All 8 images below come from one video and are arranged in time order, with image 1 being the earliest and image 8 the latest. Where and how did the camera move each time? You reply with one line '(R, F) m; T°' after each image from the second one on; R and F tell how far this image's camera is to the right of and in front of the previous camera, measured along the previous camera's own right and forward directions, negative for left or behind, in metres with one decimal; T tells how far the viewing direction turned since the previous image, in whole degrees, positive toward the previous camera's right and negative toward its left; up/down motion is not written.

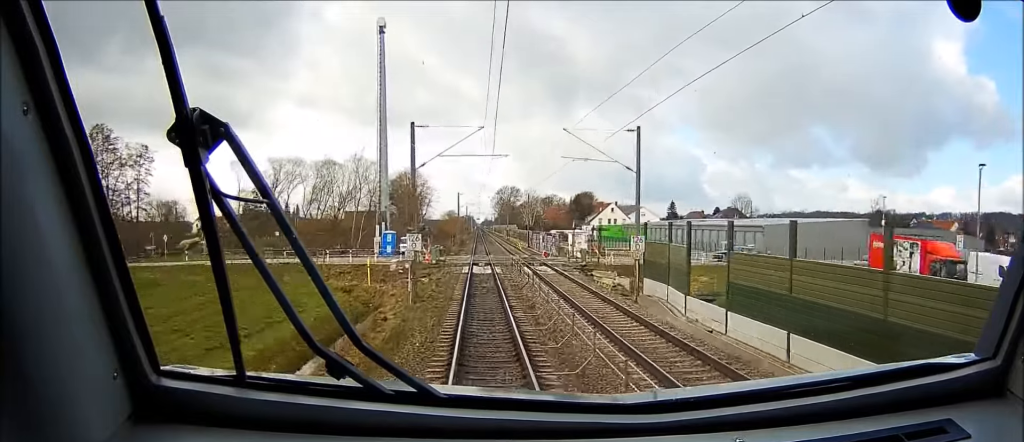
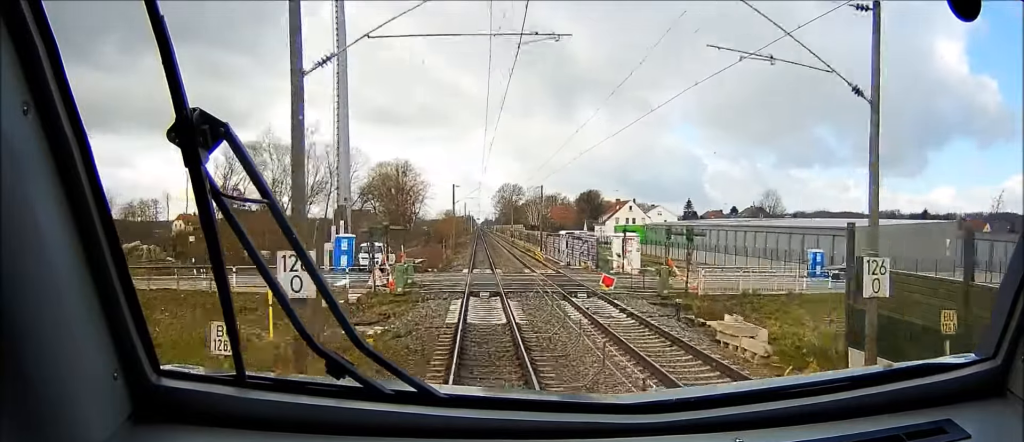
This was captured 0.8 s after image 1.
(0.0, +22.3) m; 0°
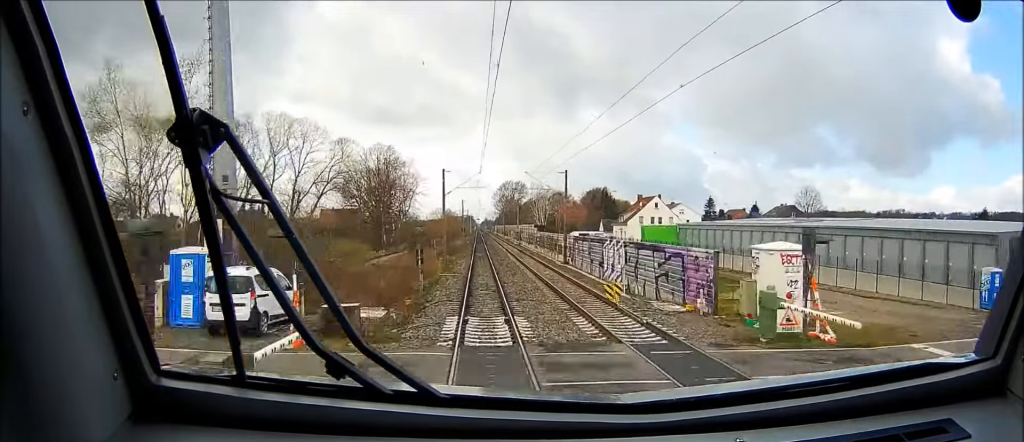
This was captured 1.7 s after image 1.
(+0.1, +24.1) m; 0°
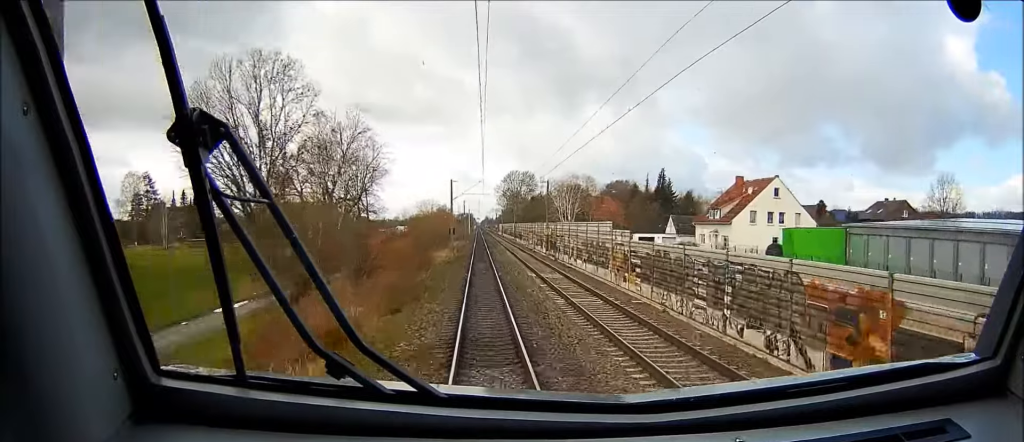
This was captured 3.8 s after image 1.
(-0.1, +59.4) m; 0°
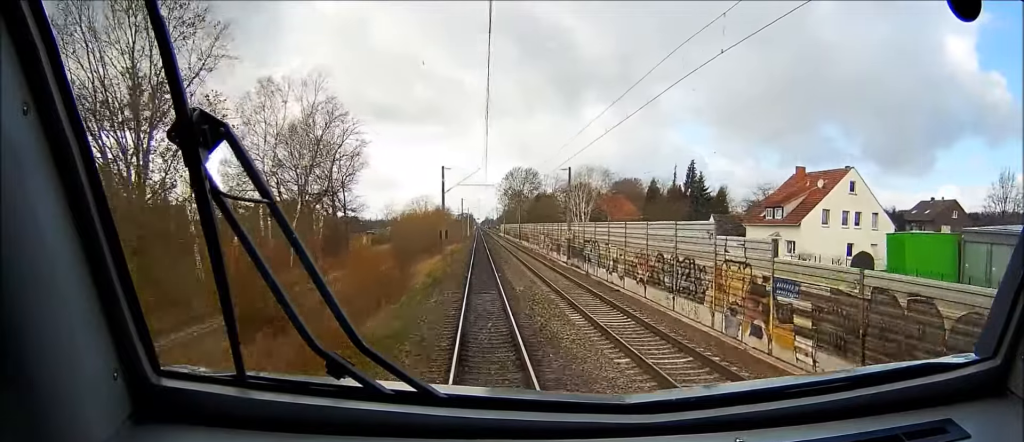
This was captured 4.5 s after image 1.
(+0.1, +18.6) m; 0°
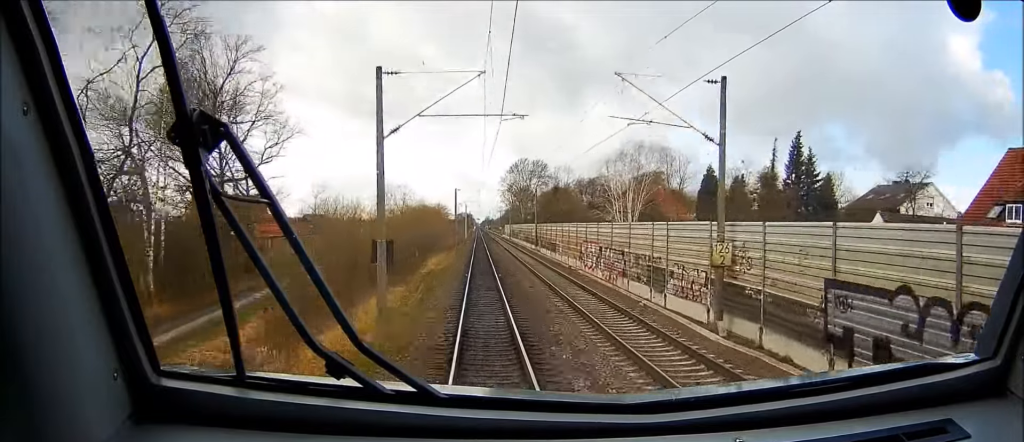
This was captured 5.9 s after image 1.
(-0.2, +39.3) m; 0°
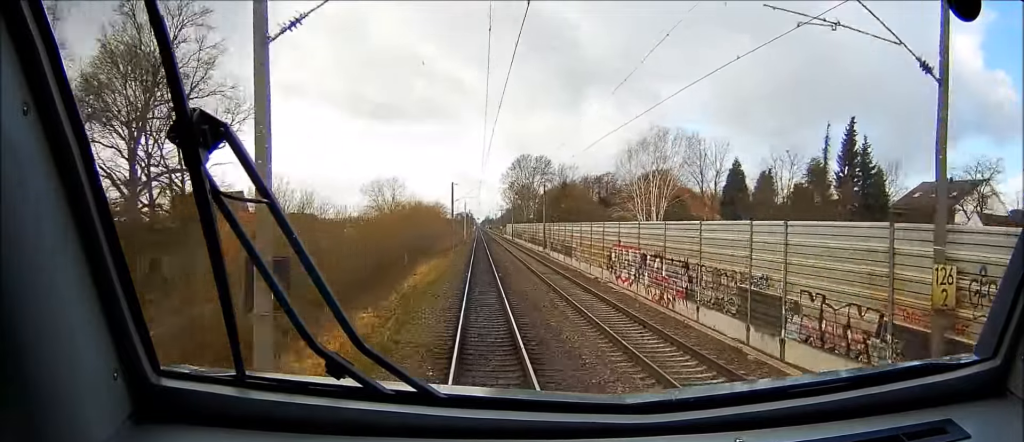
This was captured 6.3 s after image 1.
(0.0, +13.1) m; 0°
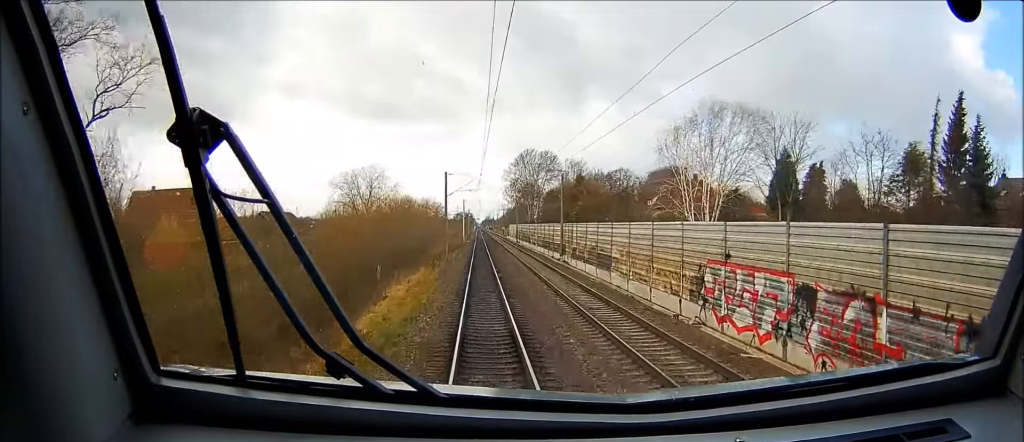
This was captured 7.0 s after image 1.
(0.0, +17.7) m; 0°
